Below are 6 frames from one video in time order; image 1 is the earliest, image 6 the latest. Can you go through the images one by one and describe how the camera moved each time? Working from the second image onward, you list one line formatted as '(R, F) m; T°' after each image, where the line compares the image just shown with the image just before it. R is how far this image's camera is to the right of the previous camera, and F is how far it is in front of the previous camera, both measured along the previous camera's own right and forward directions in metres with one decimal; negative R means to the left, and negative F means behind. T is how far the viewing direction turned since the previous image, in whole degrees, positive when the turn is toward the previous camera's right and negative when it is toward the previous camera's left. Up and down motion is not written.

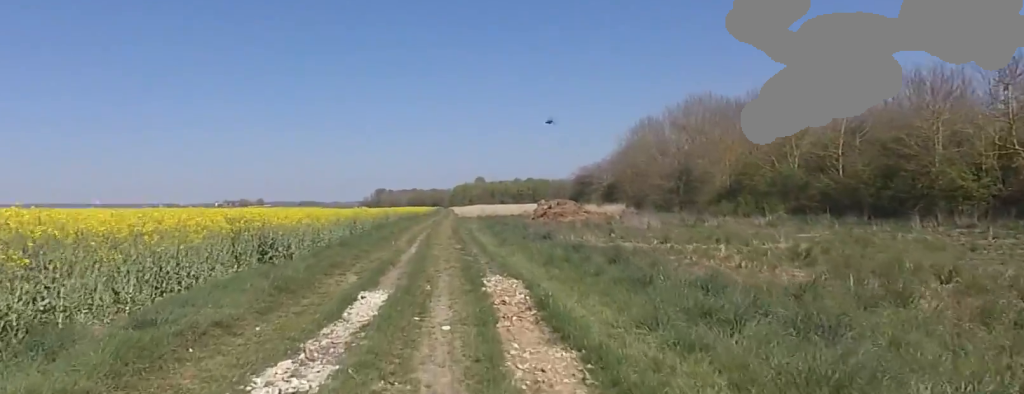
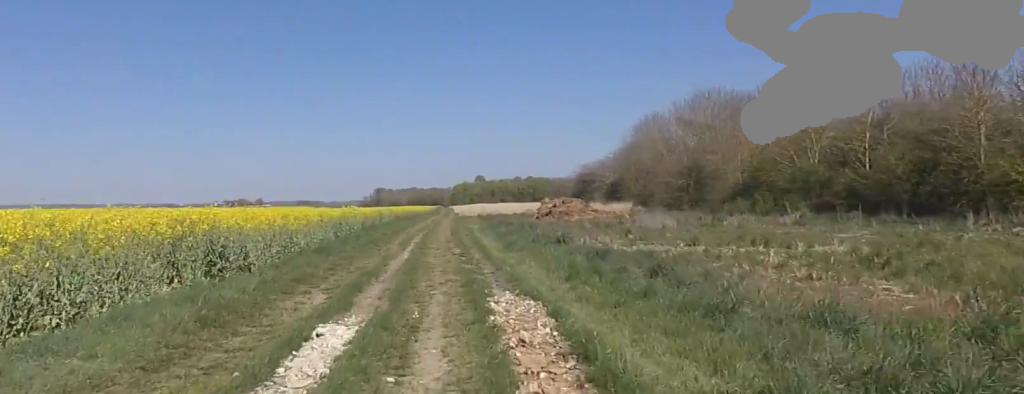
(0.0, +2.5) m; 0°
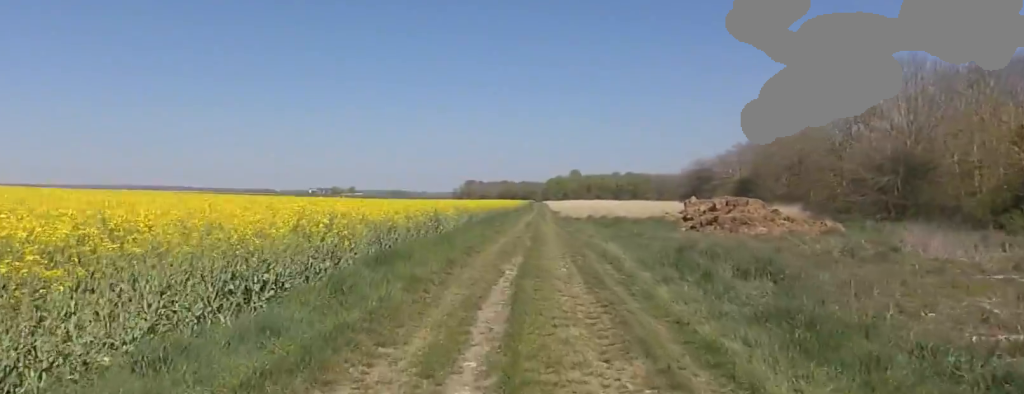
(0.0, +14.4) m; 0°
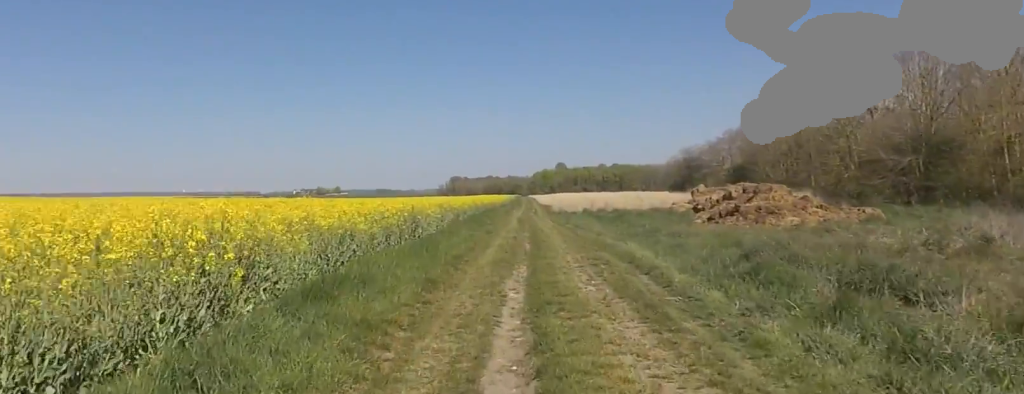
(0.0, +3.7) m; 0°
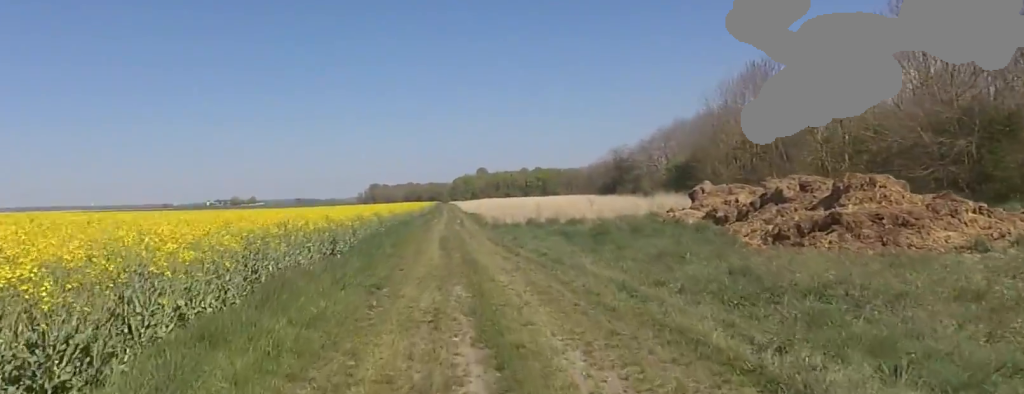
(0.0, +11.5) m; 0°
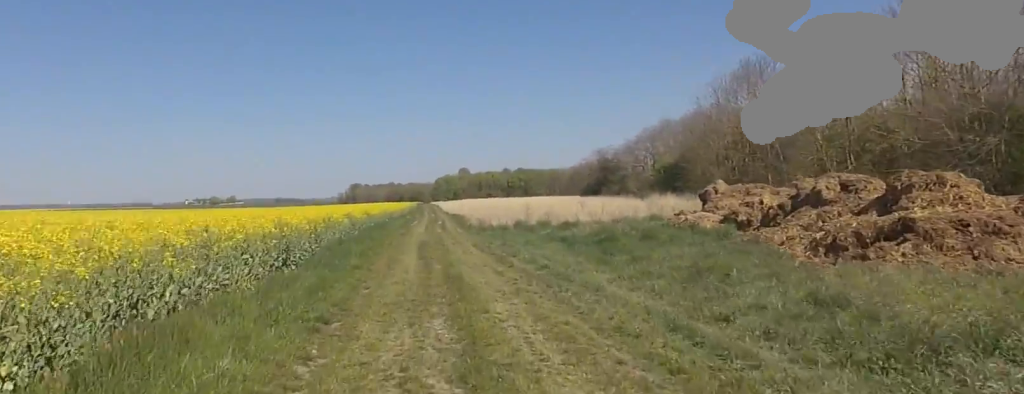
(0.0, +2.7) m; -1°
